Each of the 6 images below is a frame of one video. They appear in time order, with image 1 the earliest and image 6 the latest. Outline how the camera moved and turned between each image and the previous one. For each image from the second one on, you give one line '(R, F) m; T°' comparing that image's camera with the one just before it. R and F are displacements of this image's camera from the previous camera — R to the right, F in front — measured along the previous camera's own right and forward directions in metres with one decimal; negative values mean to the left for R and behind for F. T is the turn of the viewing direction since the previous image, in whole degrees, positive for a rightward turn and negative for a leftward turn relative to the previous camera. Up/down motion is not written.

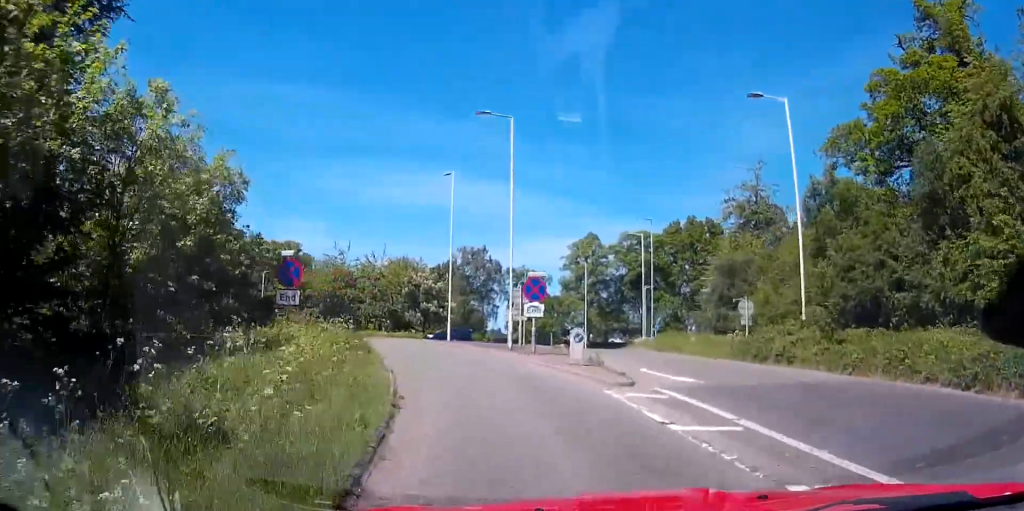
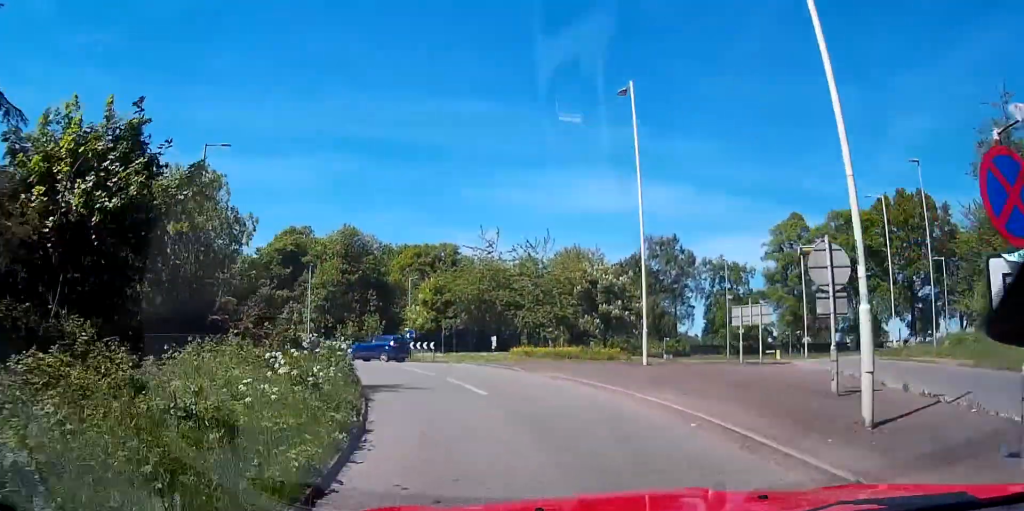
(-2.2, +20.1) m; -15°
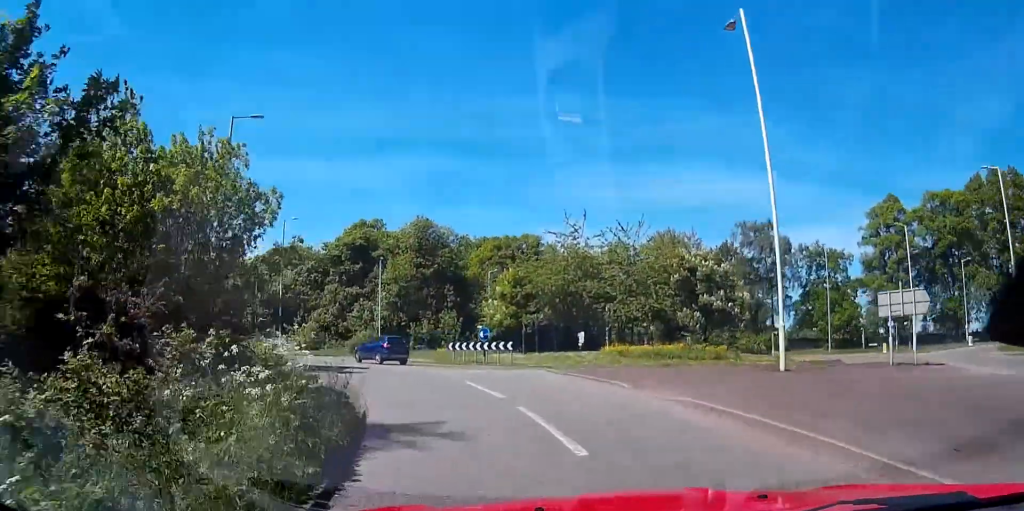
(-0.5, +6.8) m; -8°
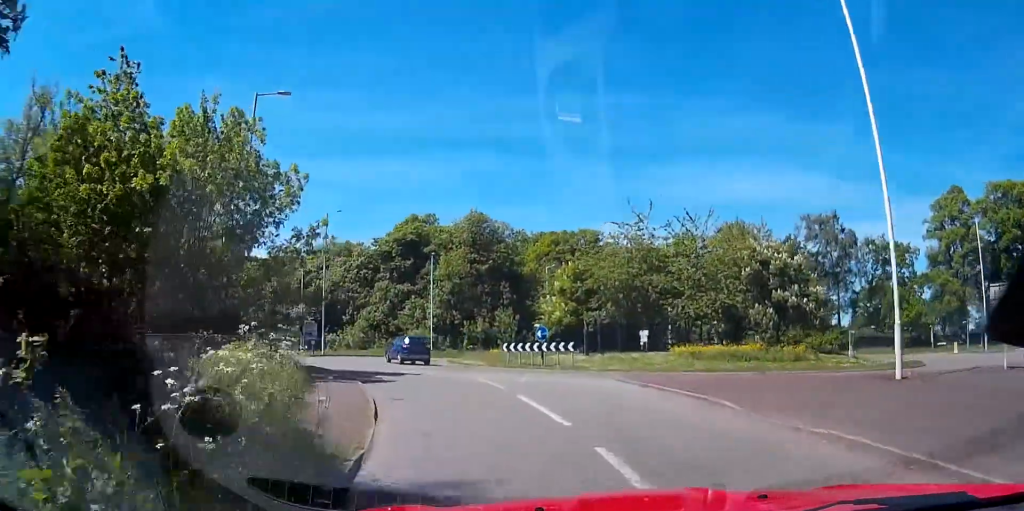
(0.0, +4.0) m; -5°
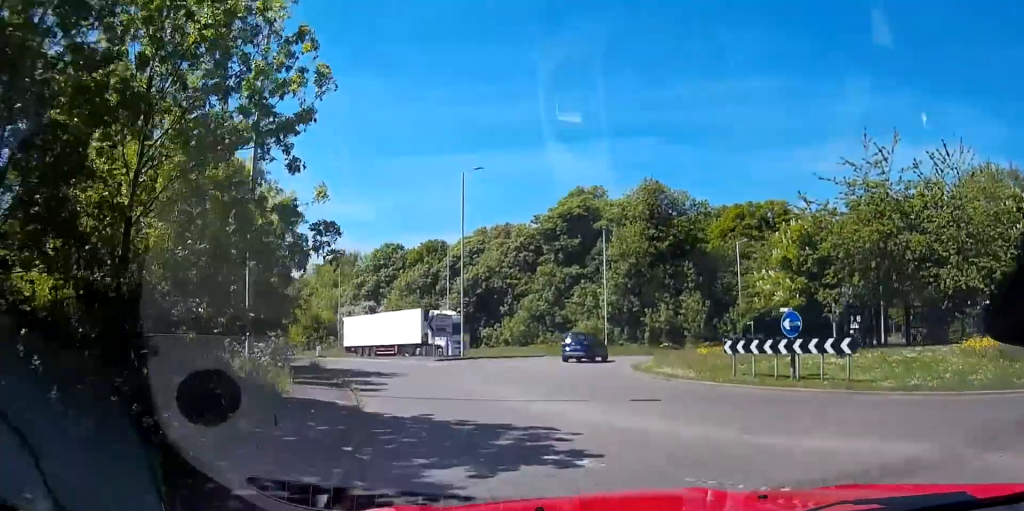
(-2.2, +12.6) m; -16°
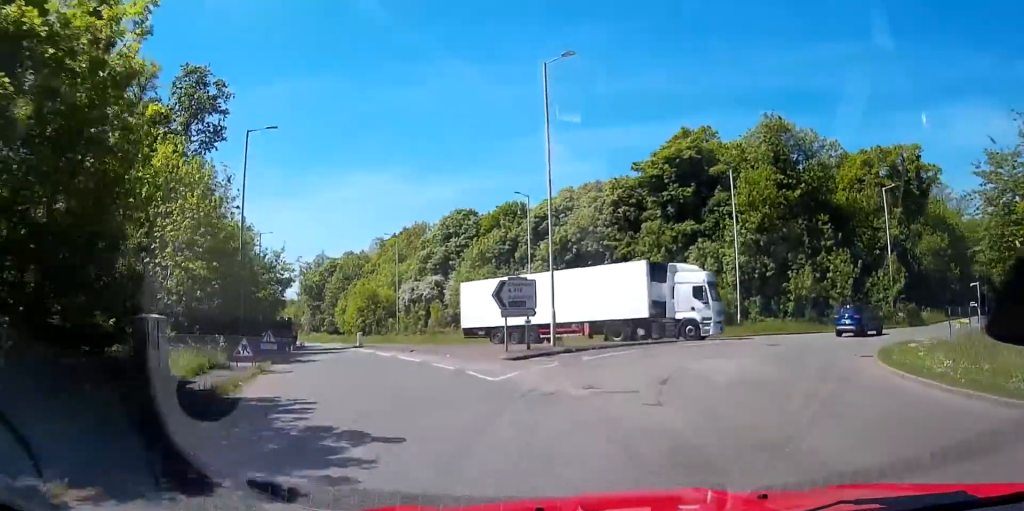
(-1.4, +14.5) m; -10°
